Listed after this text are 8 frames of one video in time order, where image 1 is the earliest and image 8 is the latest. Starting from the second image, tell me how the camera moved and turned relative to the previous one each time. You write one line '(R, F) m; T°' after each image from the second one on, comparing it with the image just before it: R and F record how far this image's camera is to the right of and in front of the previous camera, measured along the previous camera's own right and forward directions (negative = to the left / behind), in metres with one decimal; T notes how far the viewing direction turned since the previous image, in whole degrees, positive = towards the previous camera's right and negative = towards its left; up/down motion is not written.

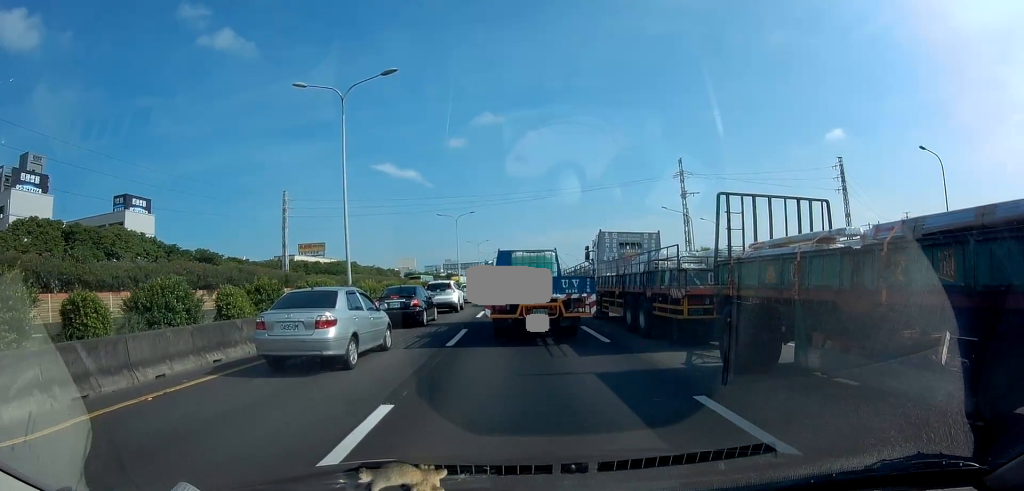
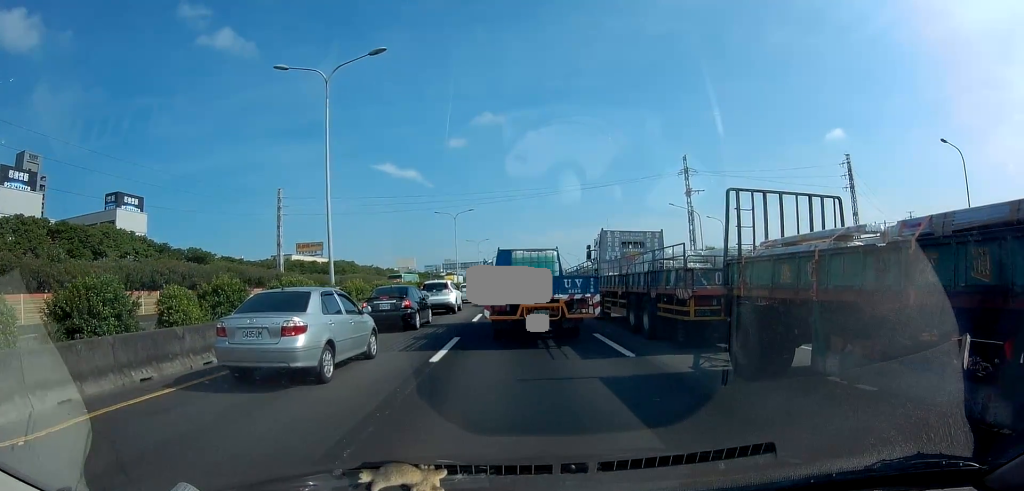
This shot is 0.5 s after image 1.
(0.0, +2.4) m; 0°
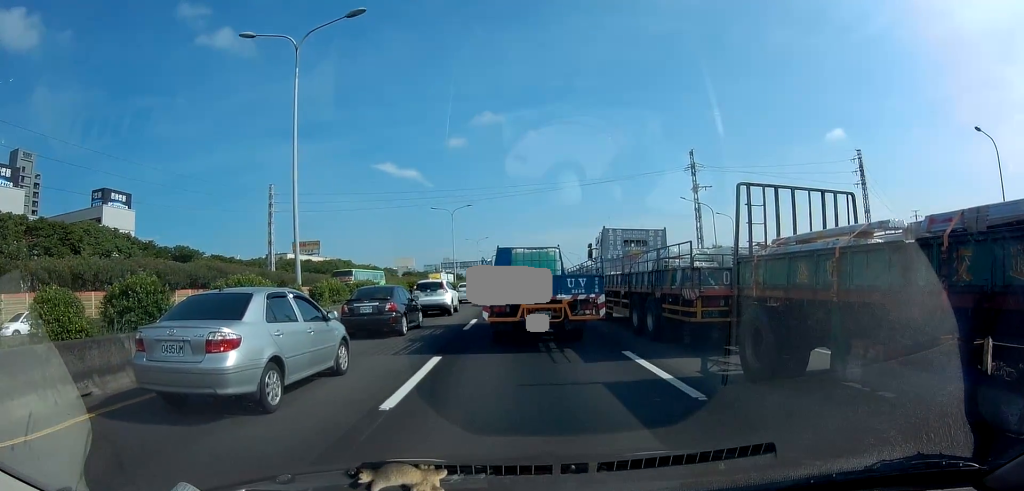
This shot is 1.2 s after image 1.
(0.0, +3.7) m; 0°
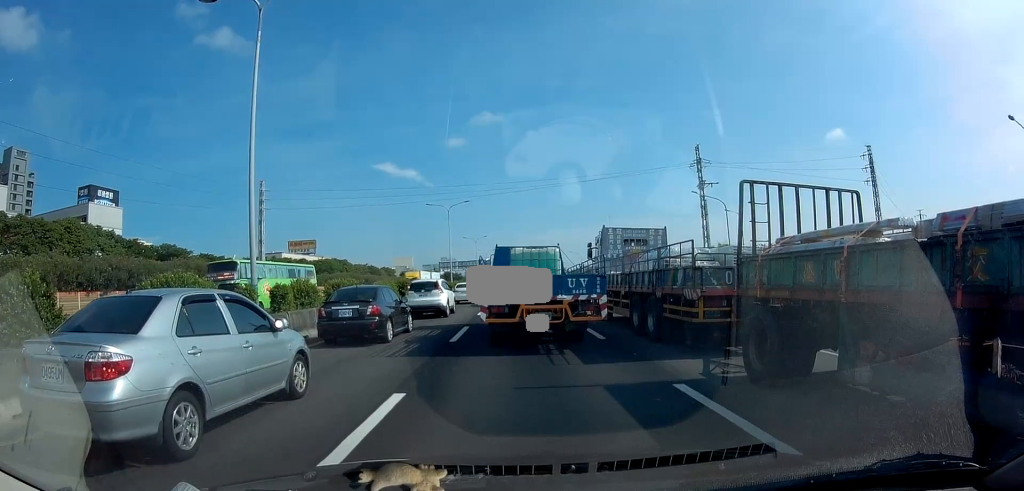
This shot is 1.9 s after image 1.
(0.0, +3.4) m; 0°
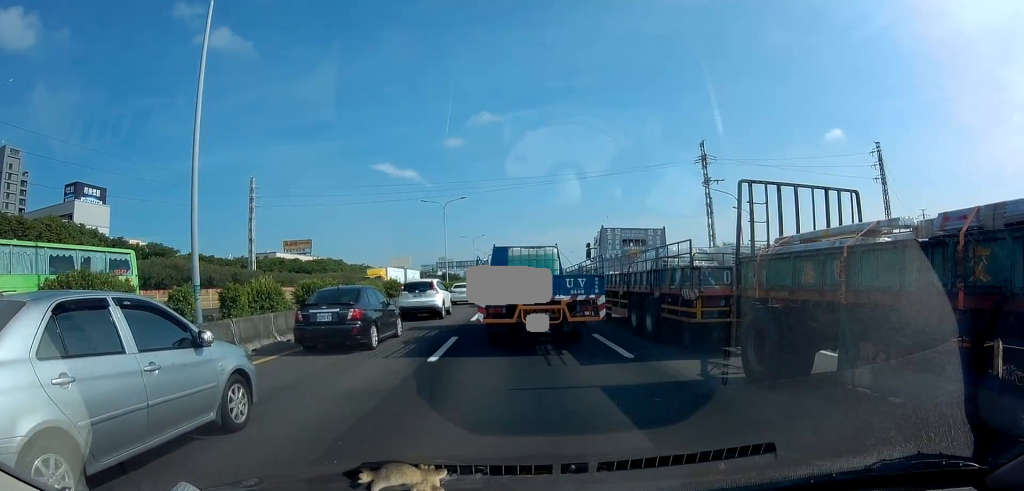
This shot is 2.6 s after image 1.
(0.0, +3.0) m; 0°
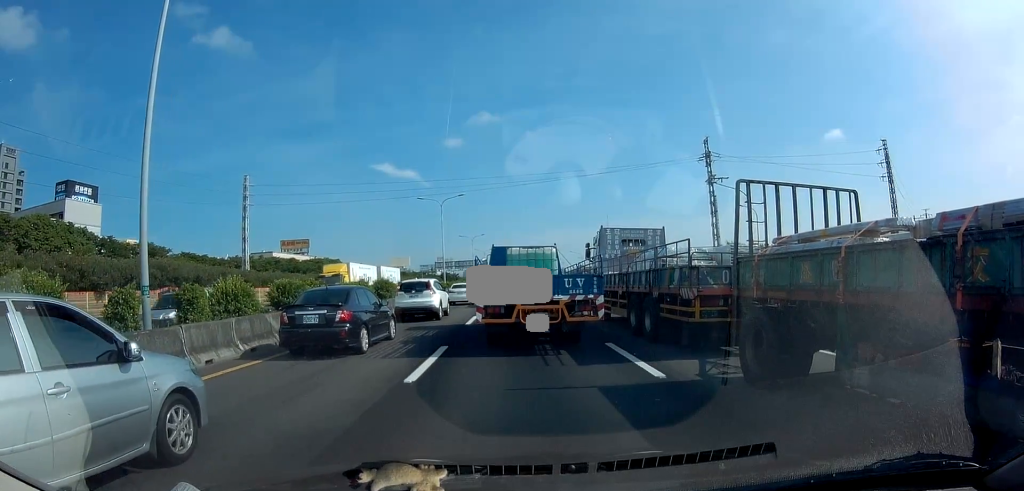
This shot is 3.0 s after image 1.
(0.0, +2.0) m; 0°
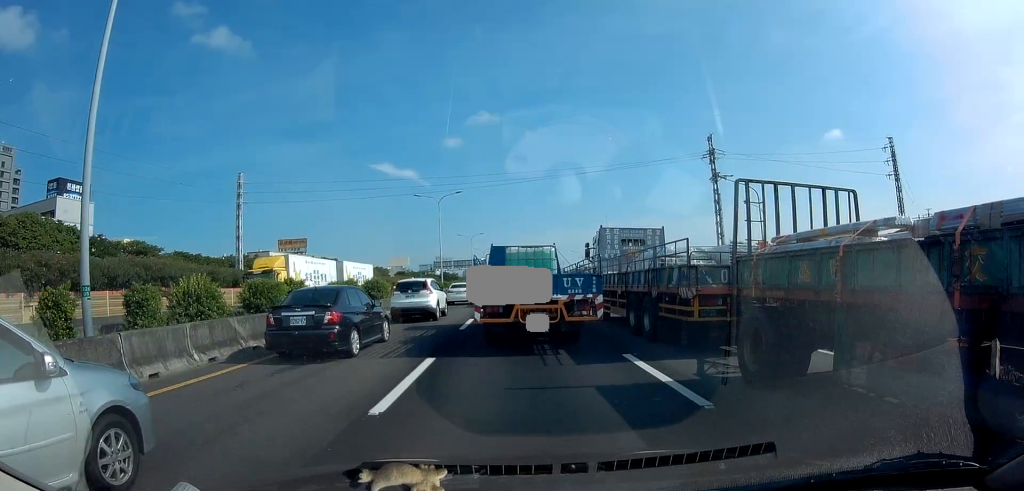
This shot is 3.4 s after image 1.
(0.0, +1.8) m; 0°
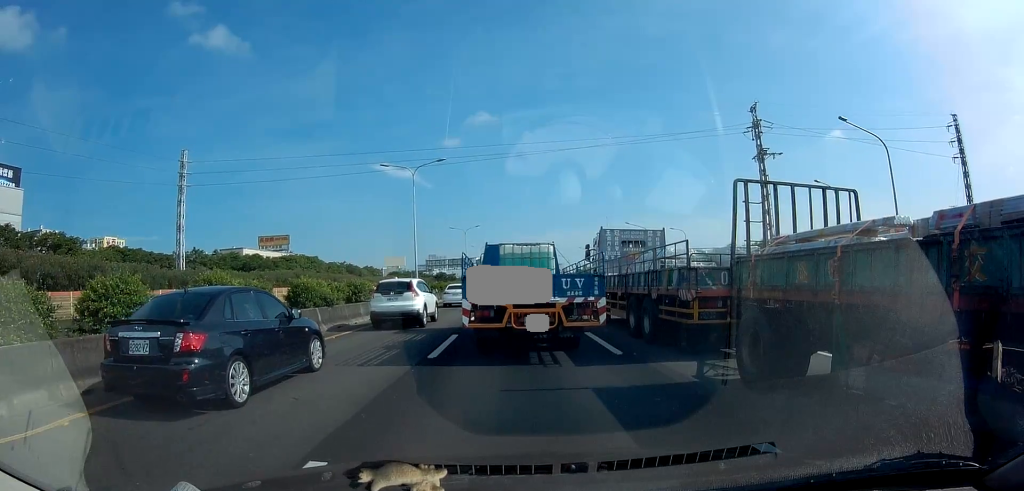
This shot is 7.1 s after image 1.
(0.0, +15.8) m; 0°
